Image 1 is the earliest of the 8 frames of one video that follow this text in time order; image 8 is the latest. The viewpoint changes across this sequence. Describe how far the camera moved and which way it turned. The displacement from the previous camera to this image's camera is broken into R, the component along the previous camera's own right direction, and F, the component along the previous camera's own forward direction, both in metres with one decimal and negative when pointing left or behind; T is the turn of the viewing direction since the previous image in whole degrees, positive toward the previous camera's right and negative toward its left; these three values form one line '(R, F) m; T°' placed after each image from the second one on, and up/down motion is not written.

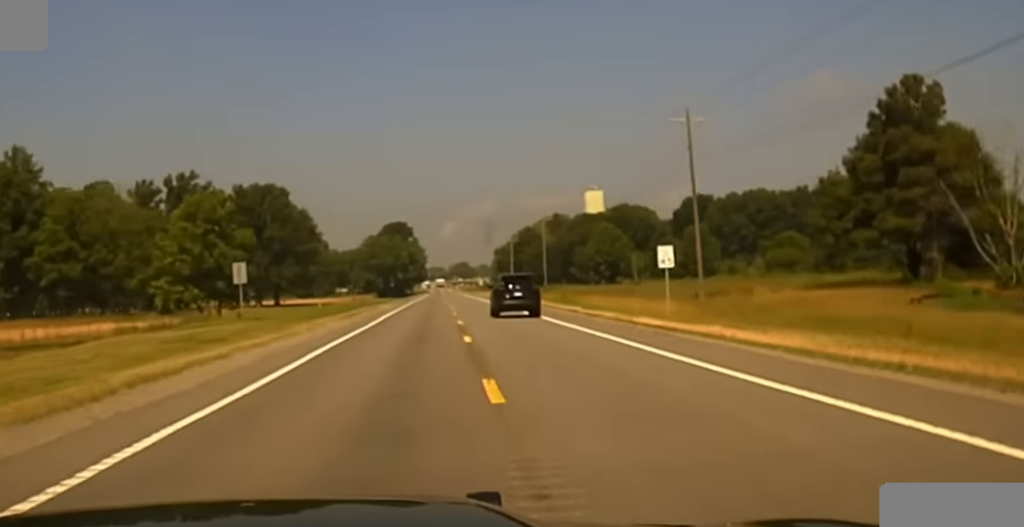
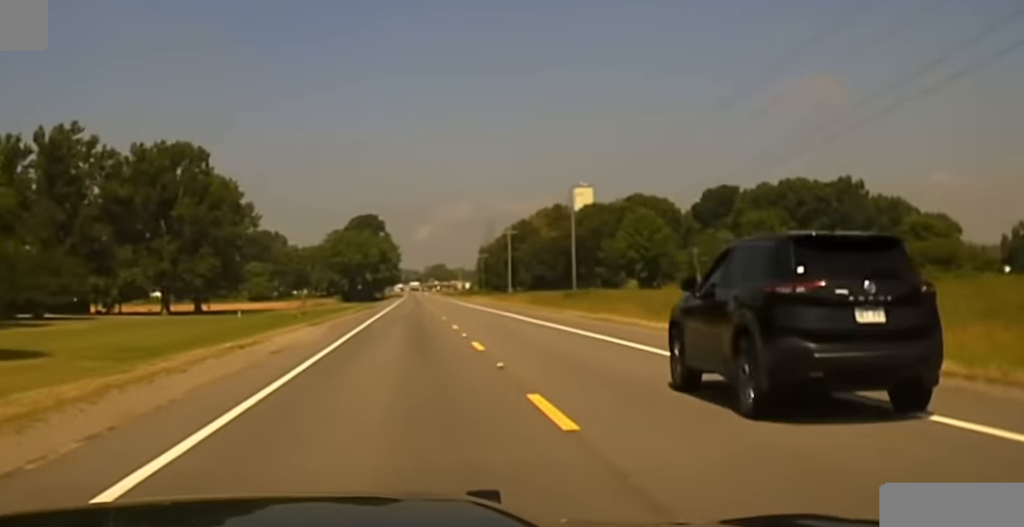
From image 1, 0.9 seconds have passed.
(-0.2, +44.5) m; 0°
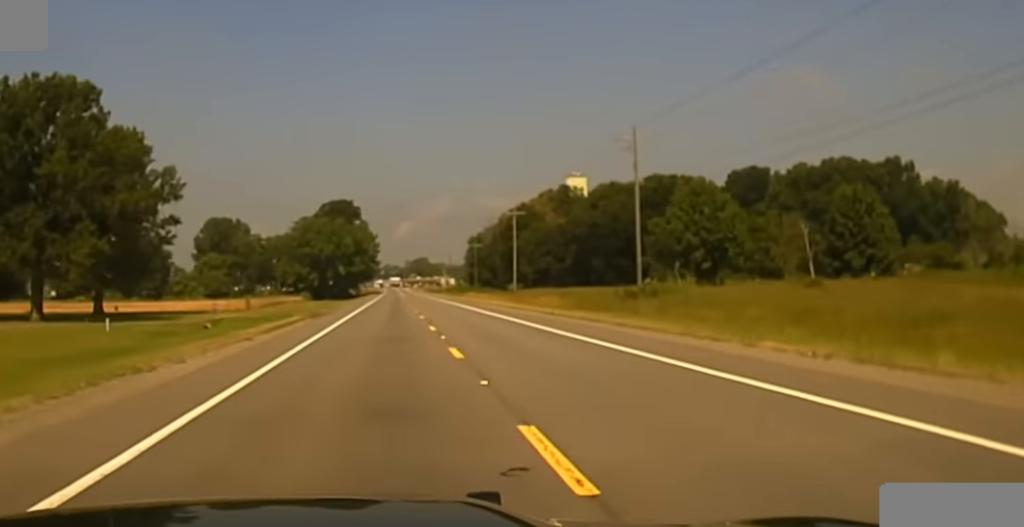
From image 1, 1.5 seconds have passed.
(-0.1, +34.0) m; 0°
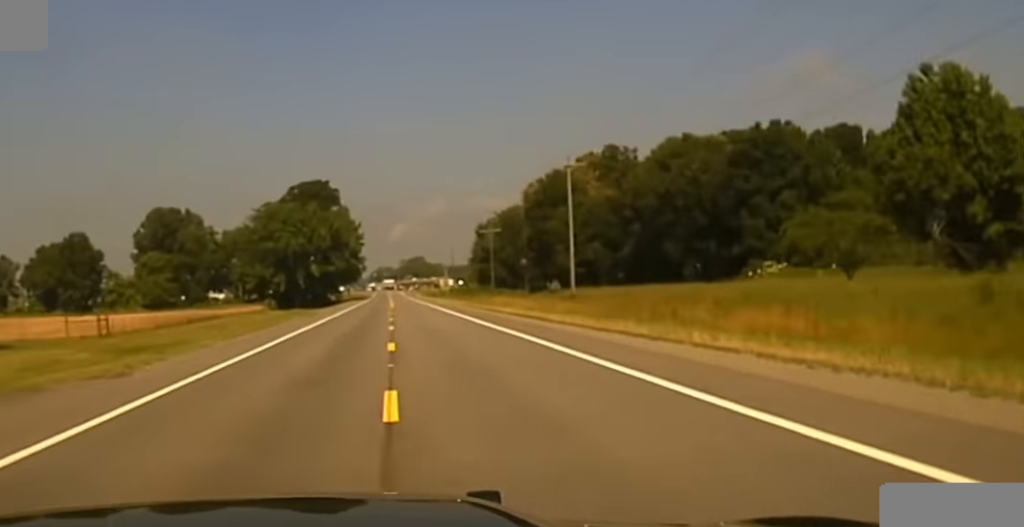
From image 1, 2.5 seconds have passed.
(+0.5, +51.9) m; +1°
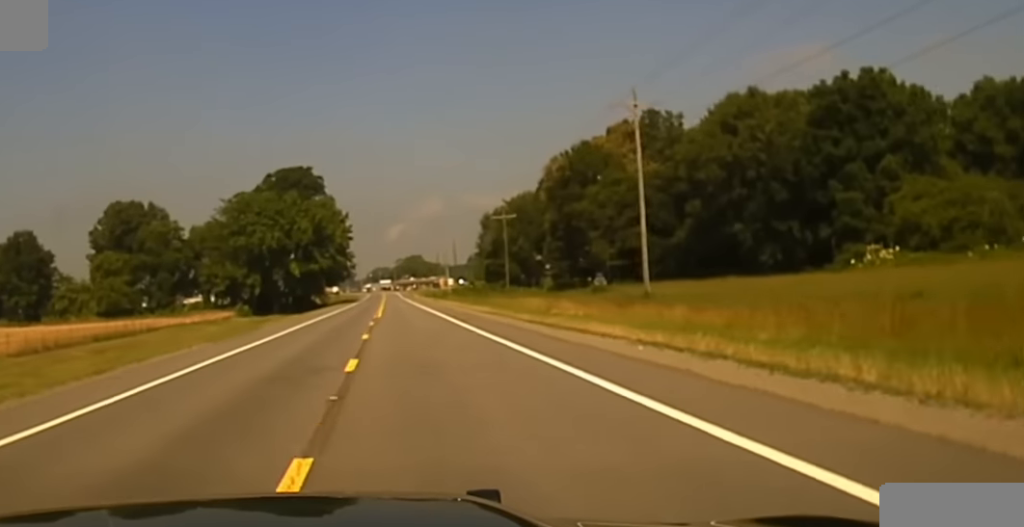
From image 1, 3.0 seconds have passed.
(+0.2, +29.8) m; +1°
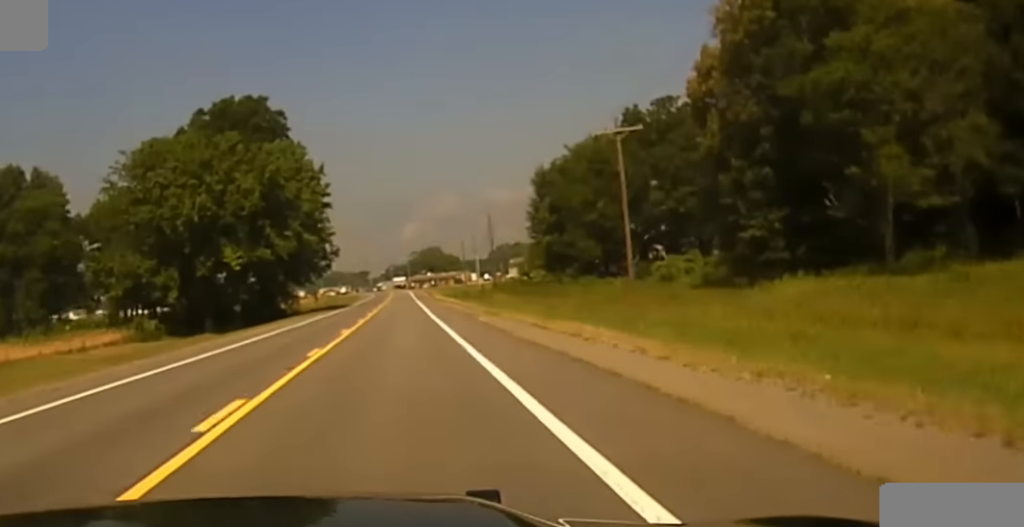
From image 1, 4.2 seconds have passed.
(+0.6, +71.8) m; 0°
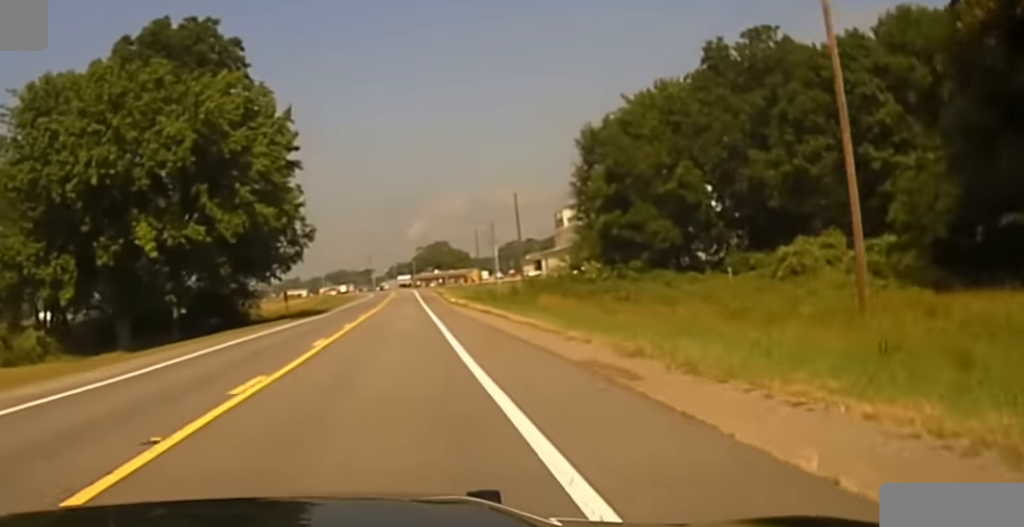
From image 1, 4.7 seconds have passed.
(0.0, +34.7) m; 0°
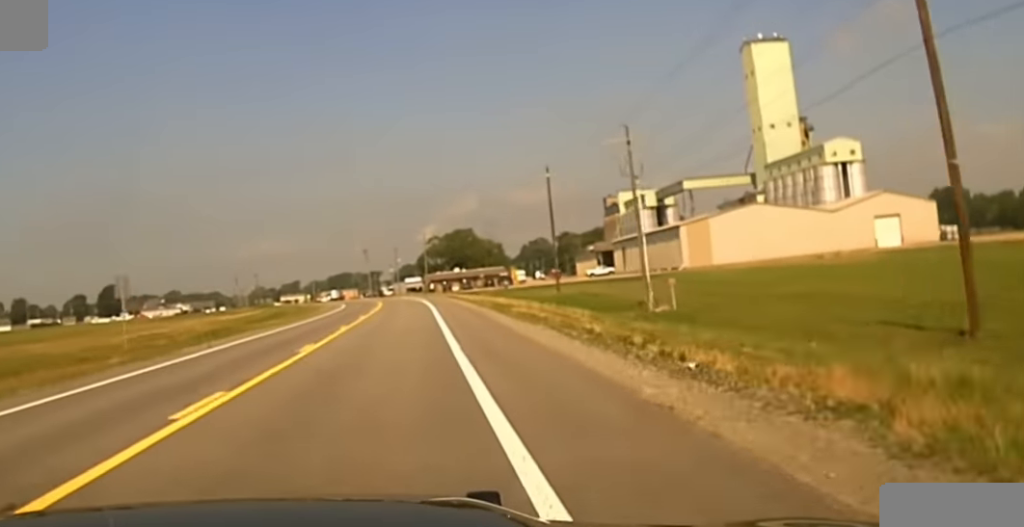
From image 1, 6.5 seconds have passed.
(-0.5, +116.9) m; 0°
